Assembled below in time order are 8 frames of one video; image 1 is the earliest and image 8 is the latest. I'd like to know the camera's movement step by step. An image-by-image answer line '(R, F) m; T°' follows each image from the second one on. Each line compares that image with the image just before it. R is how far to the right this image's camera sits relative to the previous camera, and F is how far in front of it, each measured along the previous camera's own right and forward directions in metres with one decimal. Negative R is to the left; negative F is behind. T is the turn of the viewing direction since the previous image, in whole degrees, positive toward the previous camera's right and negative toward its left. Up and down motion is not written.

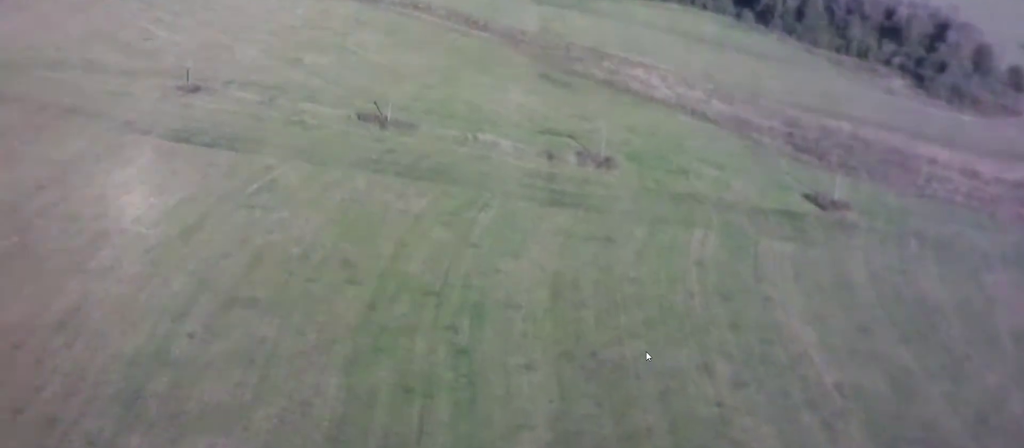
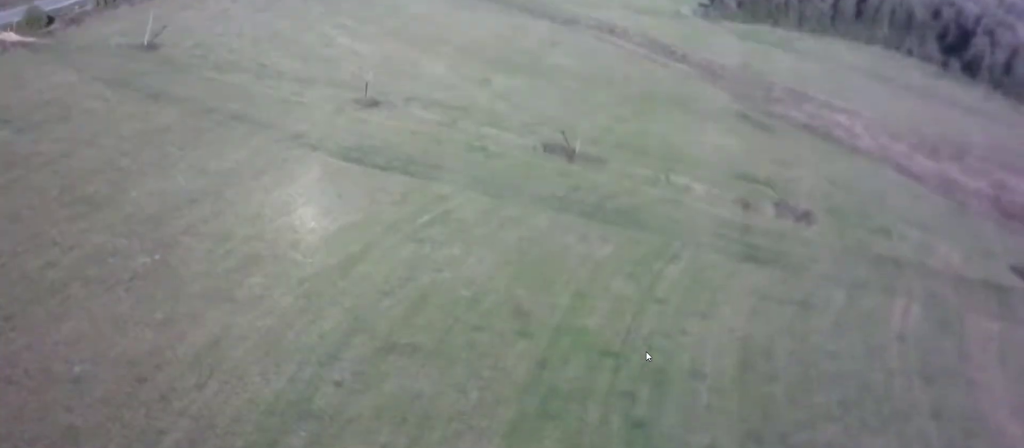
(-0.8, +17.7) m; -5°
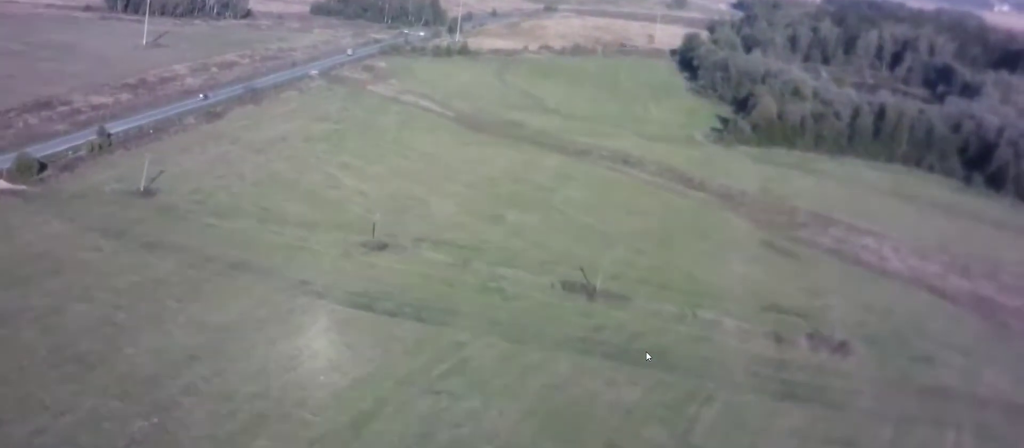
(-0.4, +12.2) m; -6°
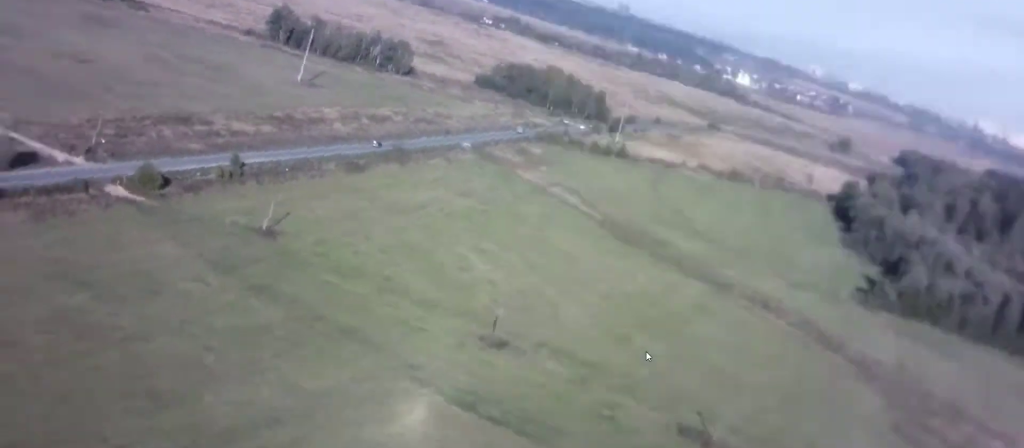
(-1.2, +14.1) m; -20°
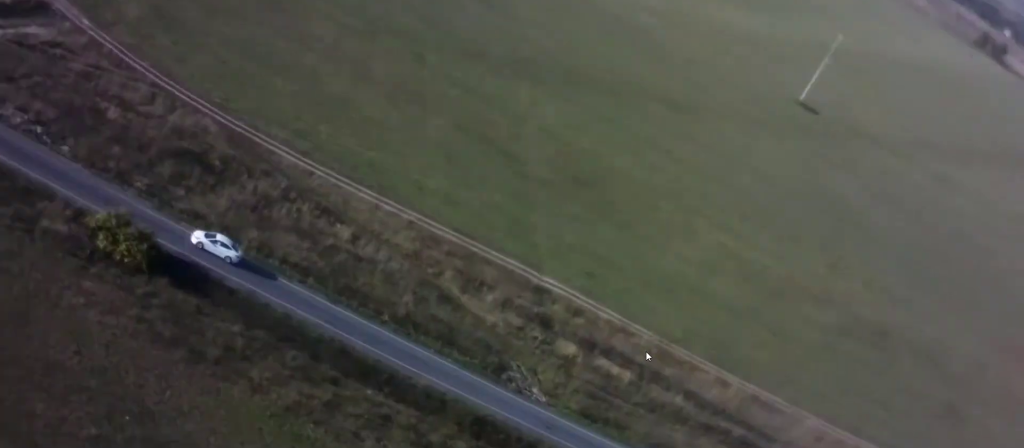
(-9.6, +19.6) m; -51°
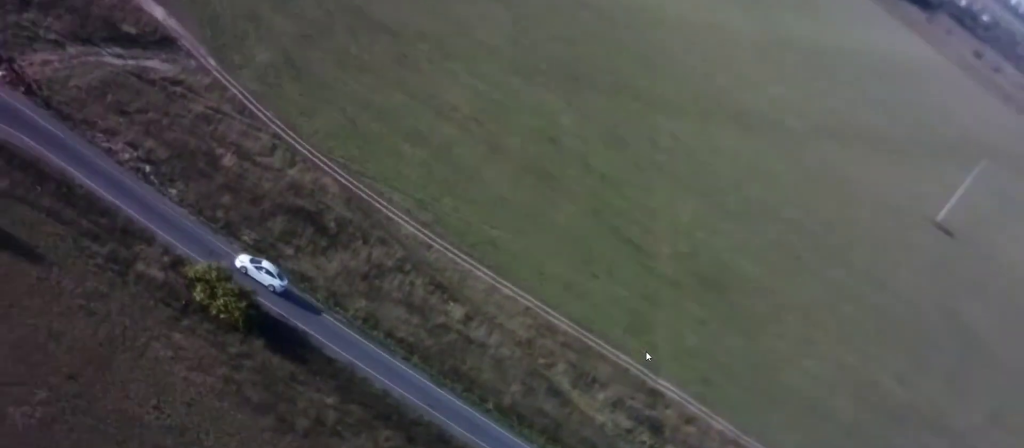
(-0.8, +6.3) m; -9°
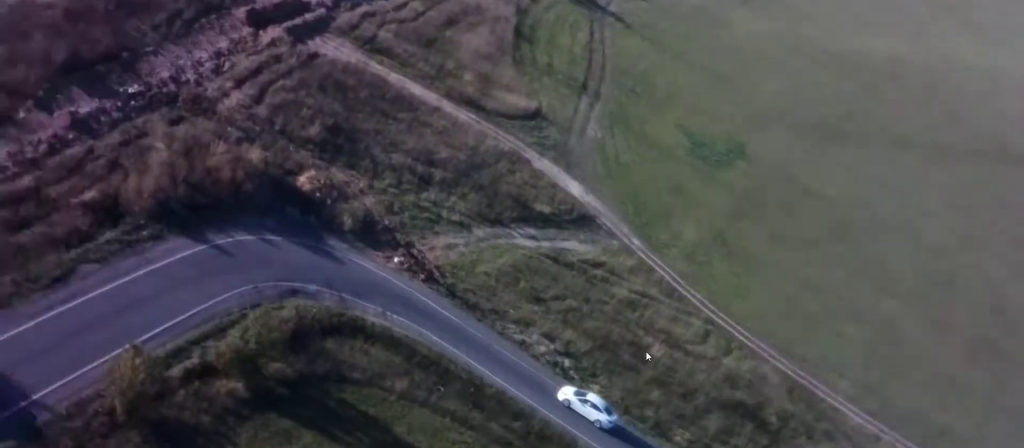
(-1.8, +12.4) m; -14°
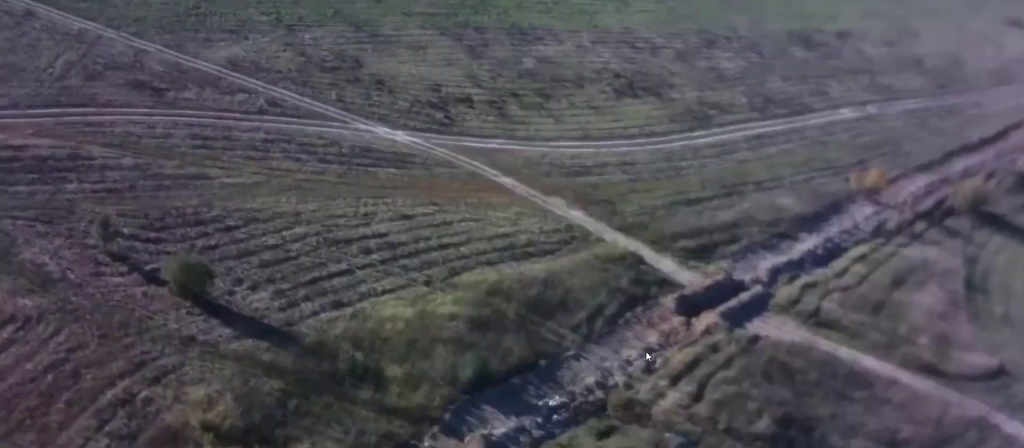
(-1.3, +12.4) m; -12°
